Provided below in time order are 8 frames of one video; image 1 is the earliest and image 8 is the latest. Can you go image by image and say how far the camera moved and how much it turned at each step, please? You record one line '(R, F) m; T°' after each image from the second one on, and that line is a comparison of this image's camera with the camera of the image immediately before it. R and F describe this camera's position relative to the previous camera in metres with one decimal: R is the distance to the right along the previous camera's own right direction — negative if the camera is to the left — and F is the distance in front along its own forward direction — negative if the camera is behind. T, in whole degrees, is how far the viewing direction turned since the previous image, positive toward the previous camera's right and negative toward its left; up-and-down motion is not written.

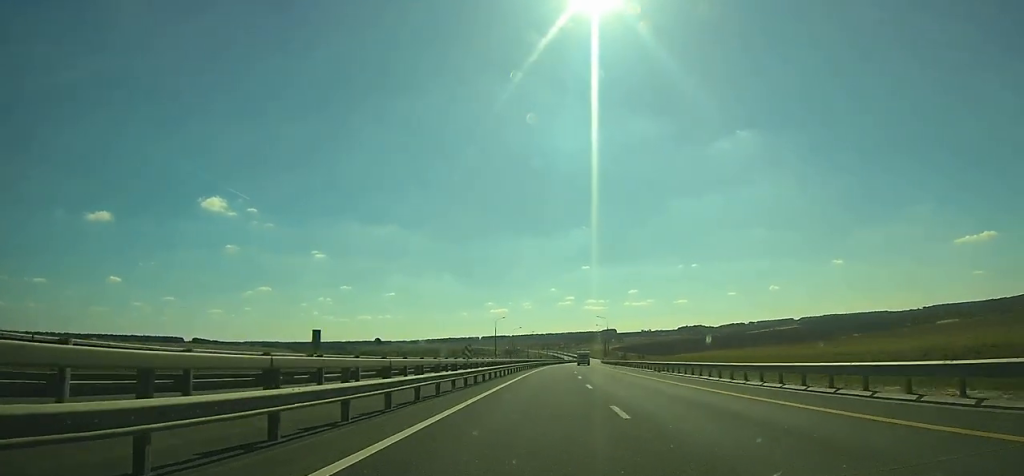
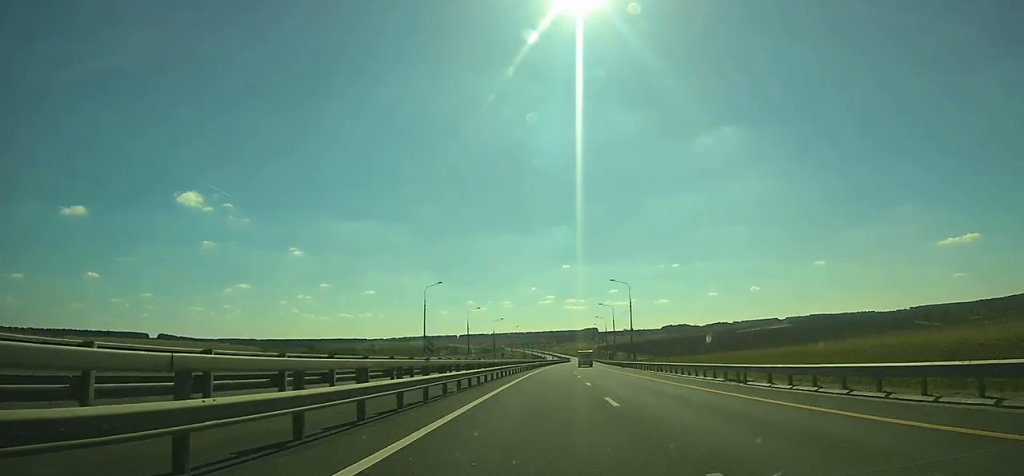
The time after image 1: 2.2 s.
(+1.2, +66.5) m; +2°
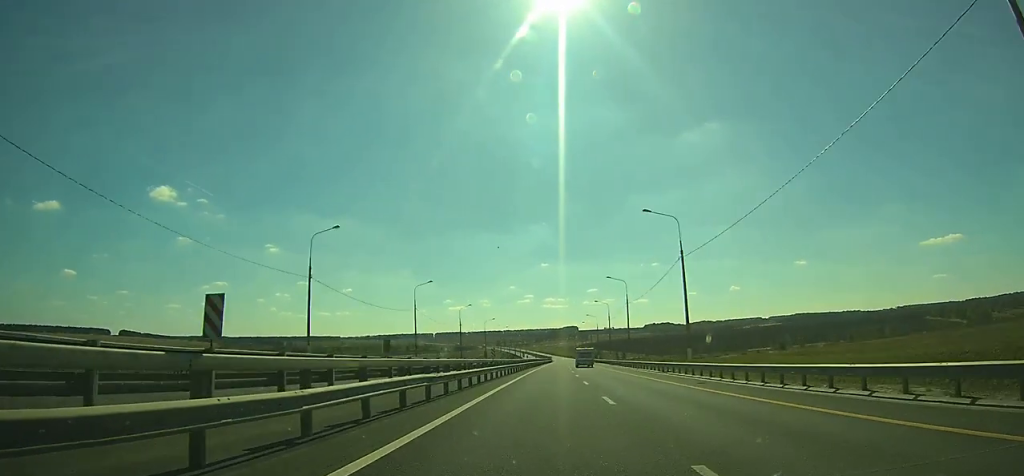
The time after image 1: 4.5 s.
(+1.2, +72.2) m; +2°
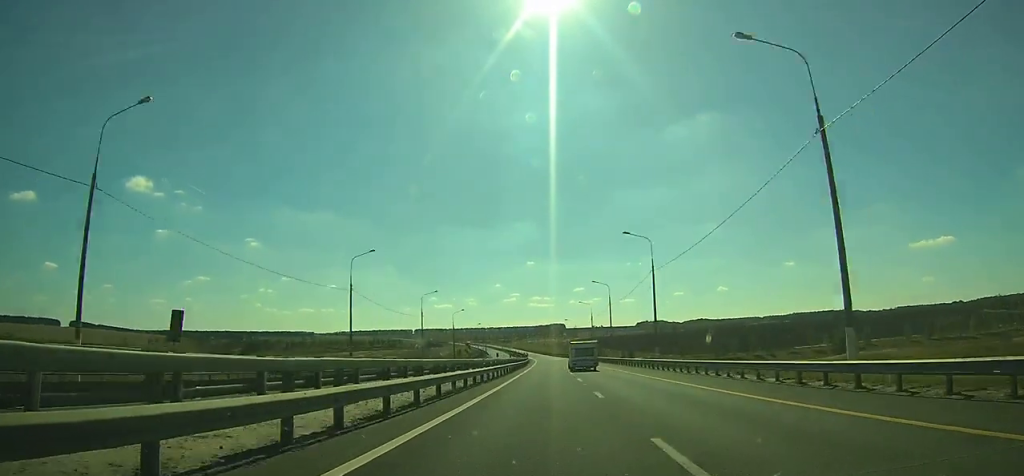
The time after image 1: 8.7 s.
(+2.5, +131.1) m; +1°
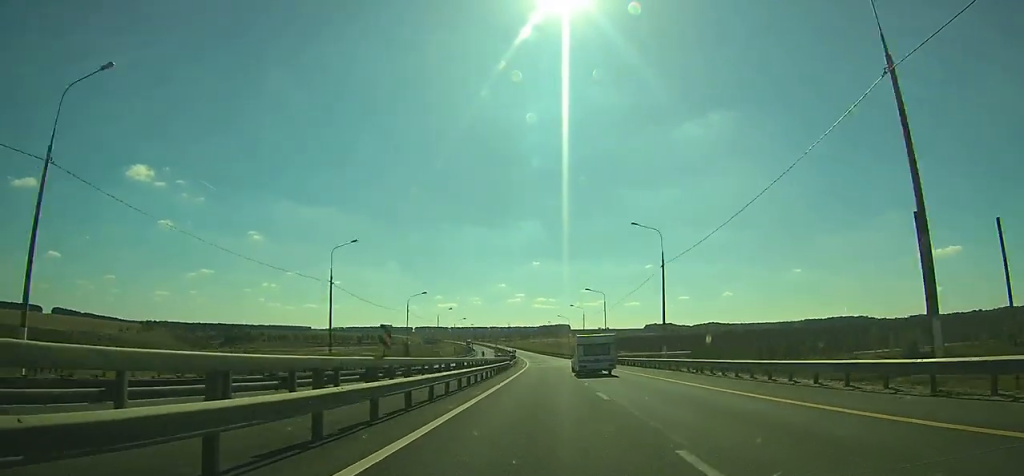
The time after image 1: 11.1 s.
(-0.5, +71.5) m; -2°
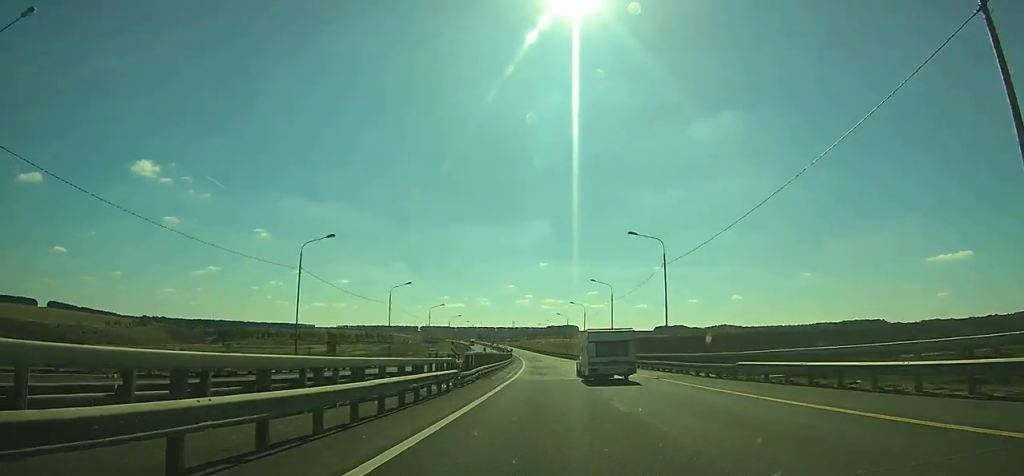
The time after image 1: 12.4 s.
(-0.4, +37.9) m; -1°
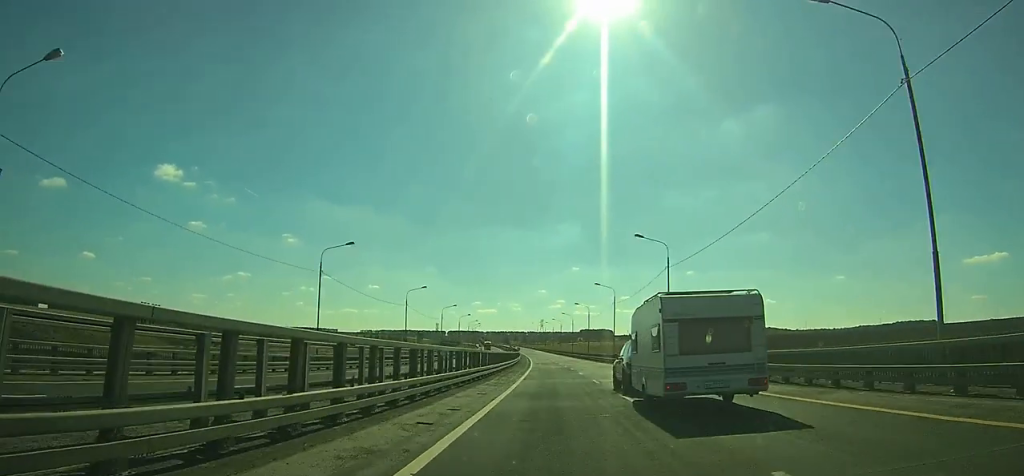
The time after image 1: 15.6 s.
(-2.2, +92.1) m; -2°
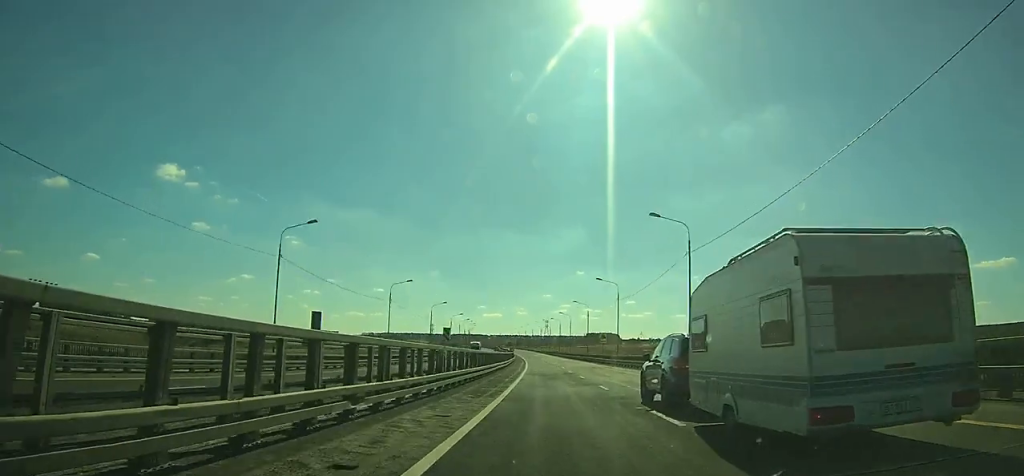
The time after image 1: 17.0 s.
(0.0, +40.9) m; -1°
